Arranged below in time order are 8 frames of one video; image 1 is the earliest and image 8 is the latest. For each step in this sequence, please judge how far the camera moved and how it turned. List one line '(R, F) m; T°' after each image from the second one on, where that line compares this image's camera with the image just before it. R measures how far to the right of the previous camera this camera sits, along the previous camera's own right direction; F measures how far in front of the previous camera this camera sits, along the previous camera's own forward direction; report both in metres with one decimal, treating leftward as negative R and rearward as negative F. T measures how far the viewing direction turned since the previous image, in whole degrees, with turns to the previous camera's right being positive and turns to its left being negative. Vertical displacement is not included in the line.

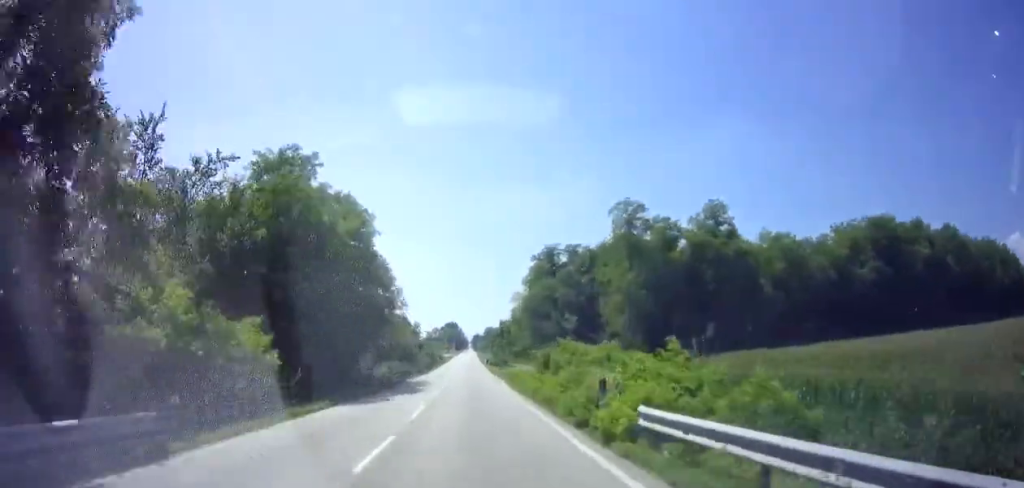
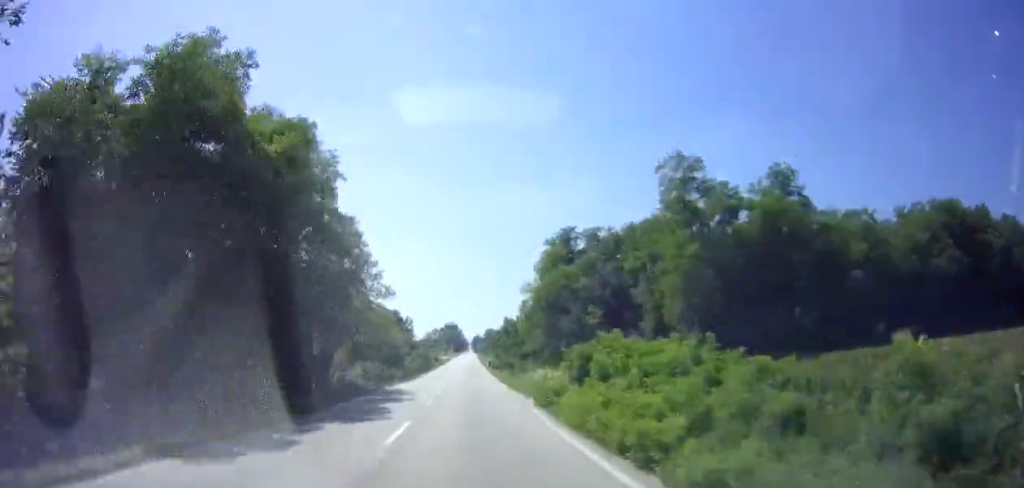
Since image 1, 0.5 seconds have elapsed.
(+0.3, +11.6) m; 0°
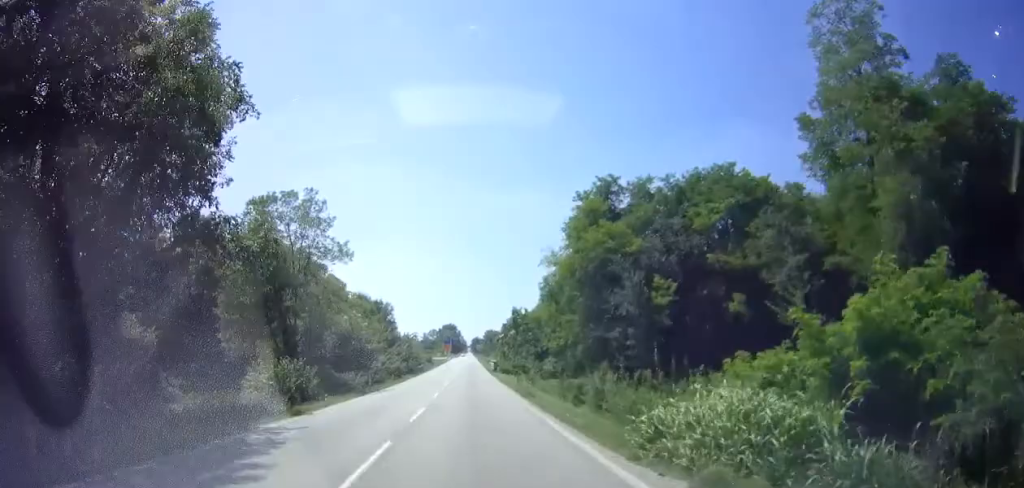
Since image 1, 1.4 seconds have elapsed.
(-0.1, +18.1) m; -1°
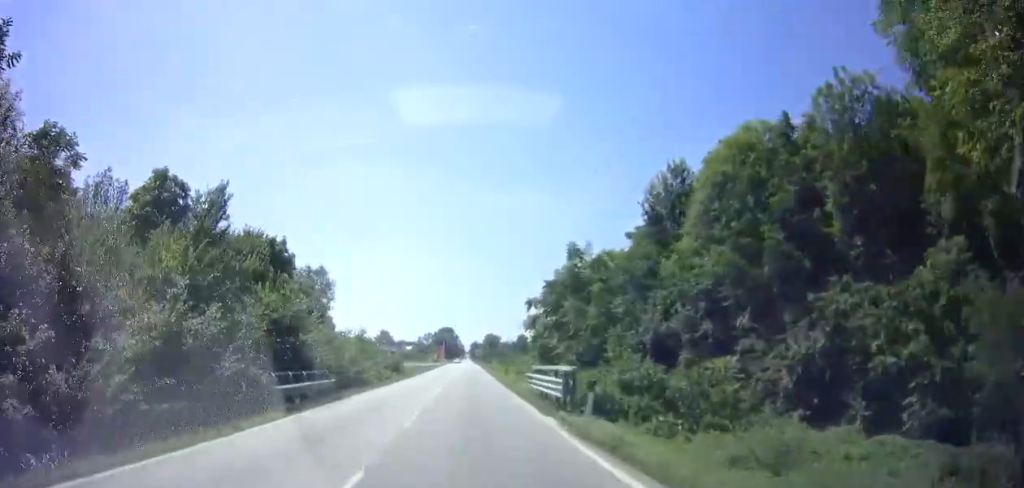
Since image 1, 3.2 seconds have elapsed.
(-0.1, +39.1) m; +1°
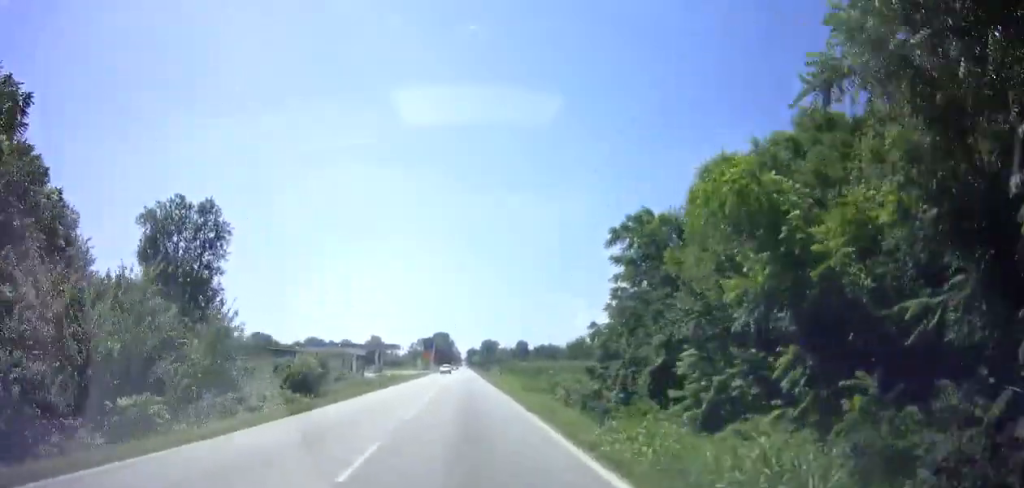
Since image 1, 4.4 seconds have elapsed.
(0.0, +27.2) m; 0°
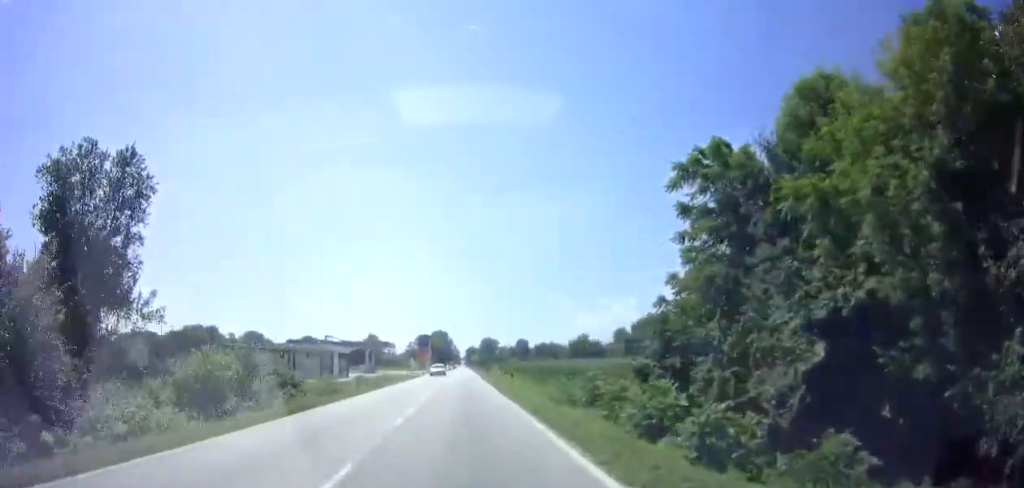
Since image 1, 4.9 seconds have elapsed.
(-0.1, +9.2) m; 0°
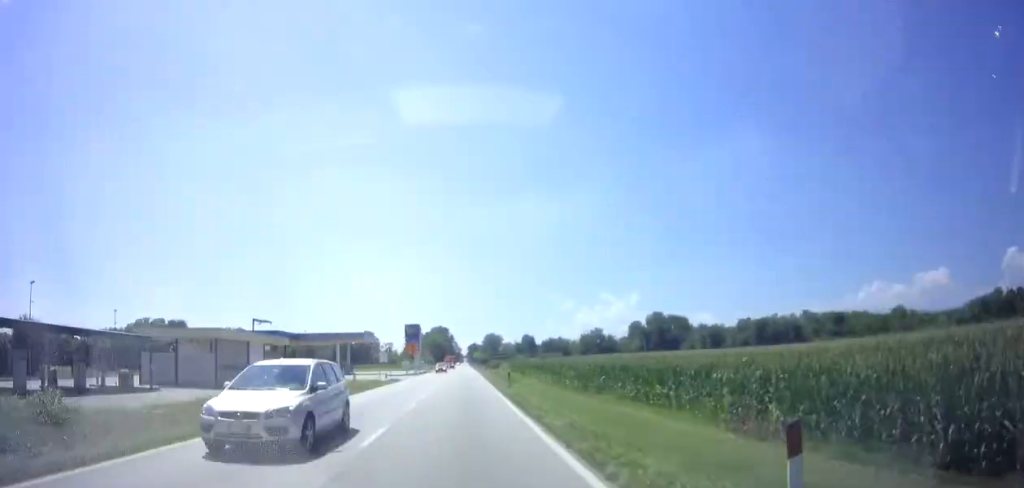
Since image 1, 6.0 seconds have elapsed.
(+0.3, +24.1) m; 0°
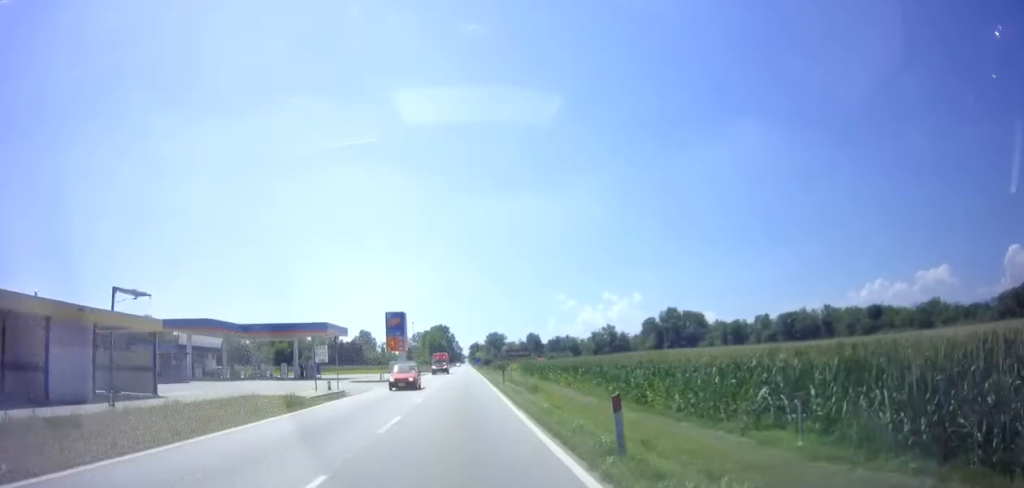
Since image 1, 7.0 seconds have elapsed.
(-0.3, +20.5) m; -1°
